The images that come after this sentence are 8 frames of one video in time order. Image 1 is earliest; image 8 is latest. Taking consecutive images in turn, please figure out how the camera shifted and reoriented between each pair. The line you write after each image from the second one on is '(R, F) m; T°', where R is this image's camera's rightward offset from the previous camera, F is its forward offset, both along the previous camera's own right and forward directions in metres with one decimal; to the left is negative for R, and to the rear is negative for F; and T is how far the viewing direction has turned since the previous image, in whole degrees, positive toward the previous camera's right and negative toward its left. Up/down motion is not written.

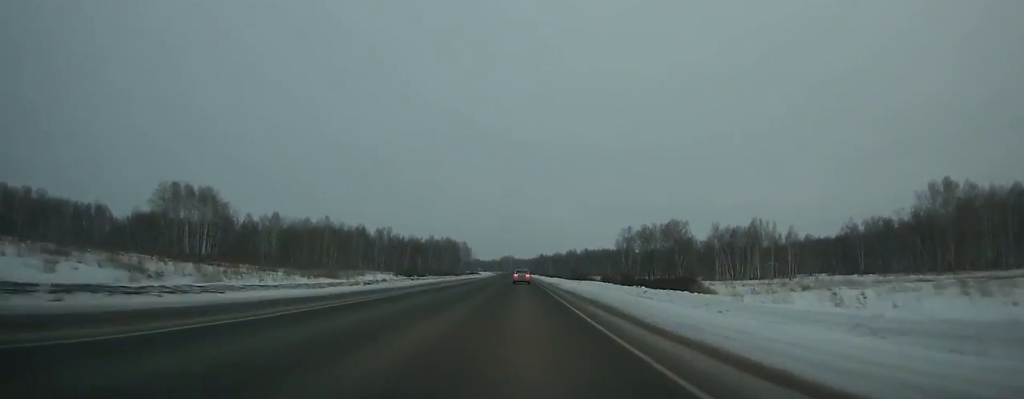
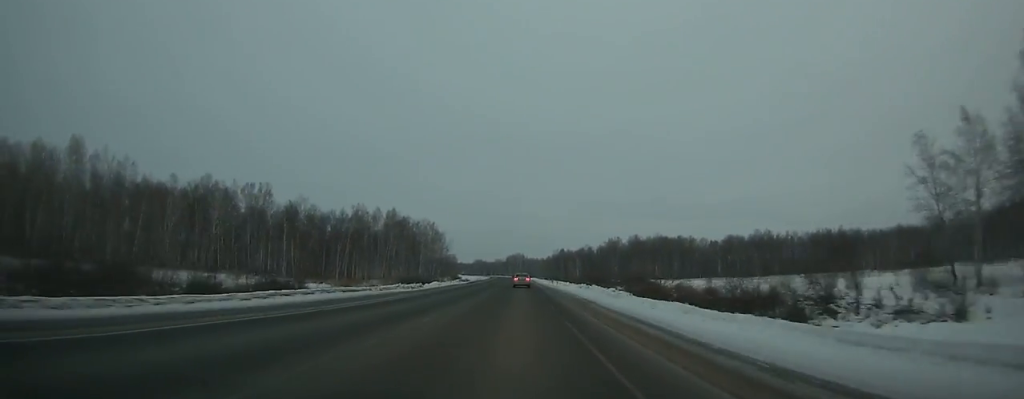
(-0.9, +178.6) m; -1°
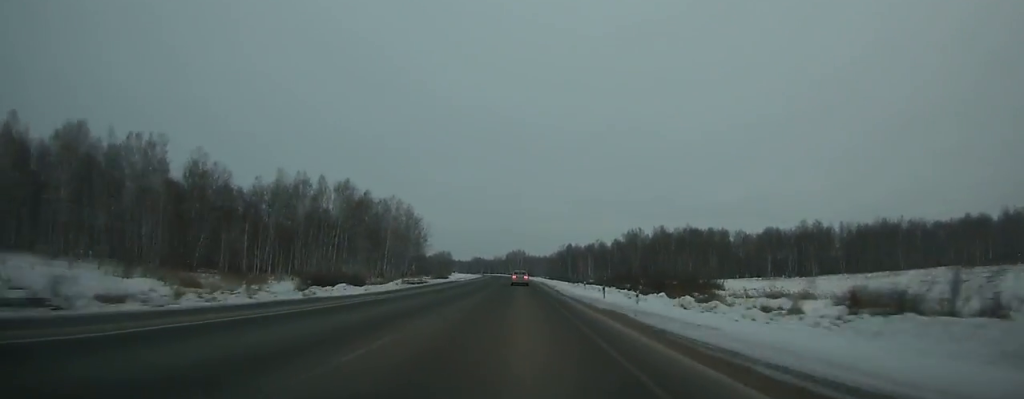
(-0.3, +54.8) m; -1°
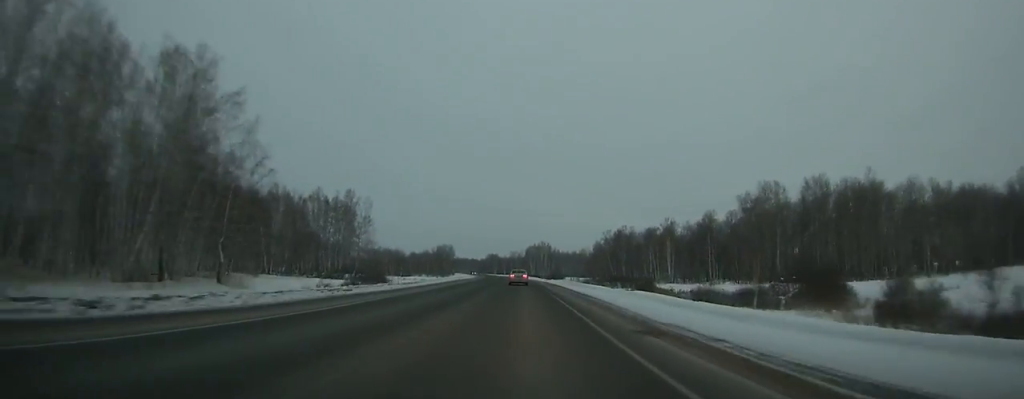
(-2.0, +126.3) m; -2°
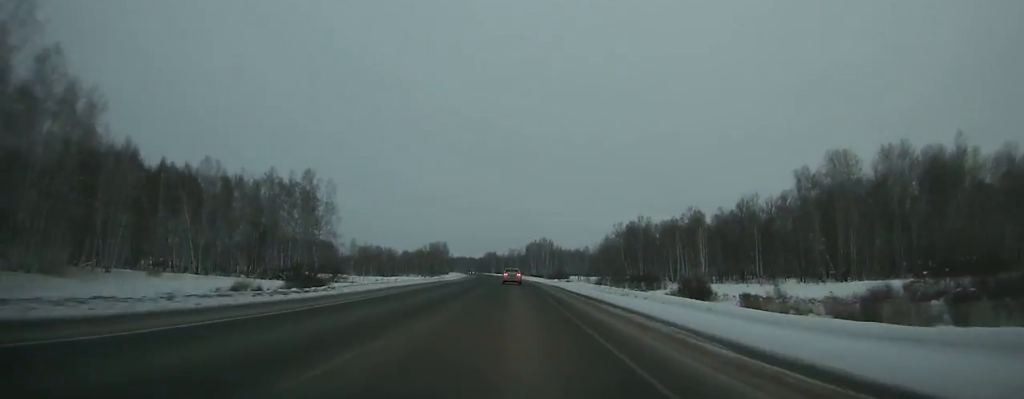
(-0.3, +31.7) m; -1°
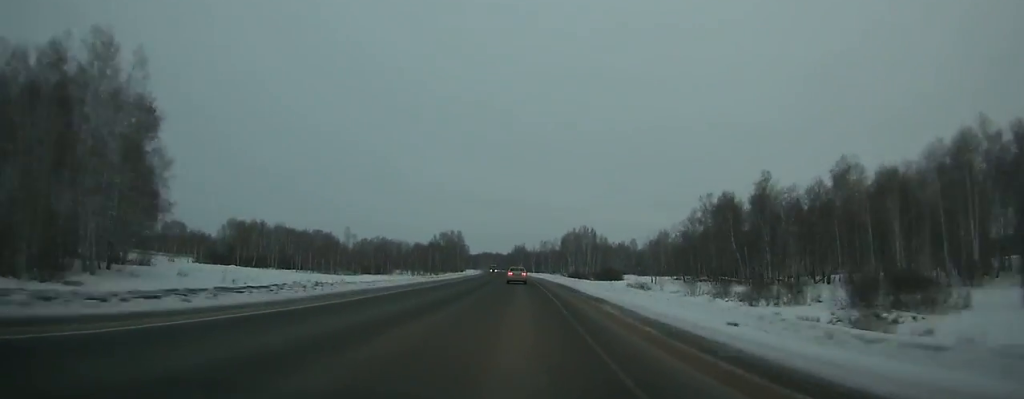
(-1.2, +79.4) m; -2°
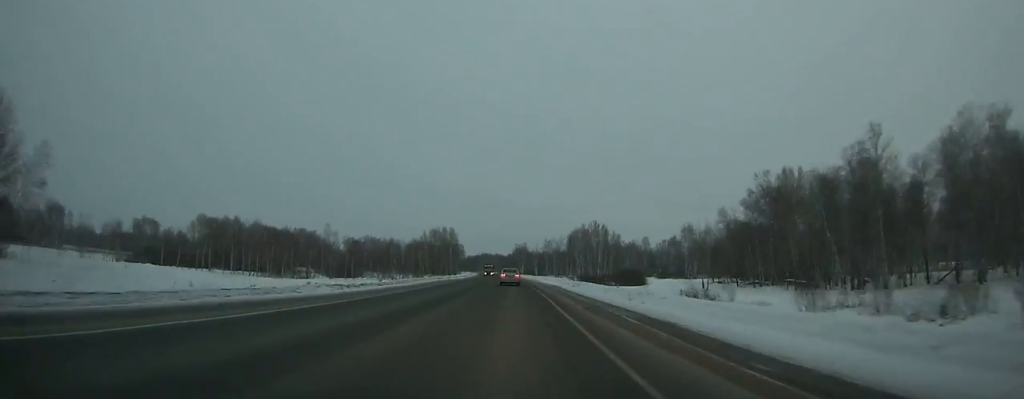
(0.0, +37.0) m; -1°
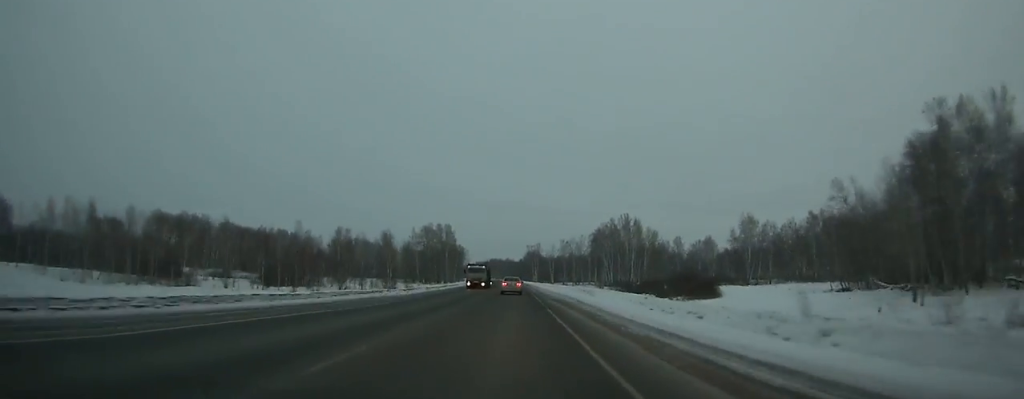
(-0.7, +50.1) m; -1°
